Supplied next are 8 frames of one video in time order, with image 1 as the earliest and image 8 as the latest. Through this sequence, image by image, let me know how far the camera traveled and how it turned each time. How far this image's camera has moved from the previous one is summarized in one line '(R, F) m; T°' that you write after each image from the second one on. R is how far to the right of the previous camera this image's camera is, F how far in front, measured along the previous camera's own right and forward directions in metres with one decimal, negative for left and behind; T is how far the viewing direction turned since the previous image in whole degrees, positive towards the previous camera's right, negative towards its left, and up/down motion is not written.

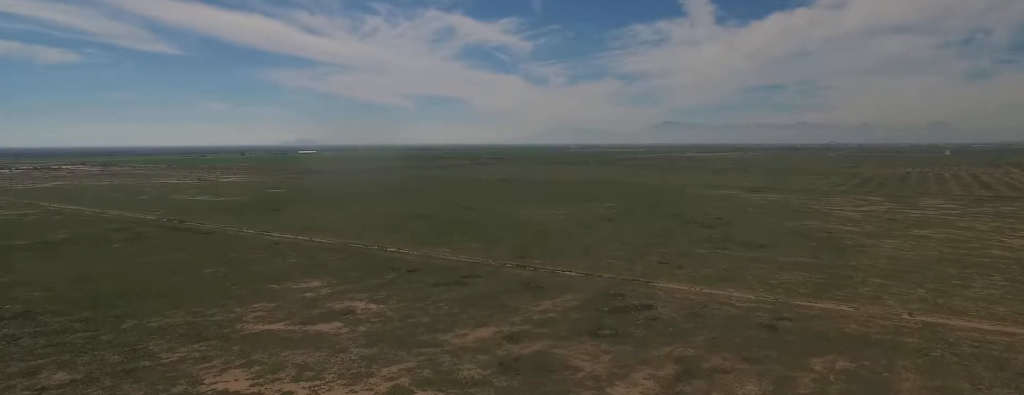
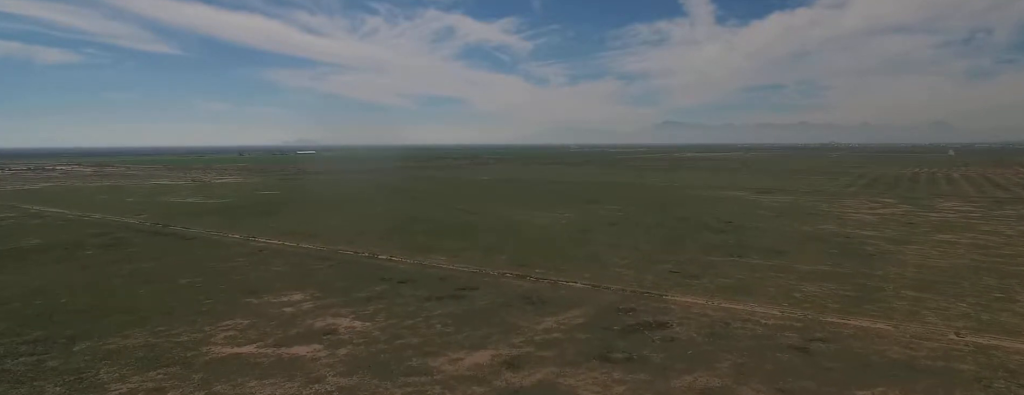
(-0.1, +16.0) m; 0°
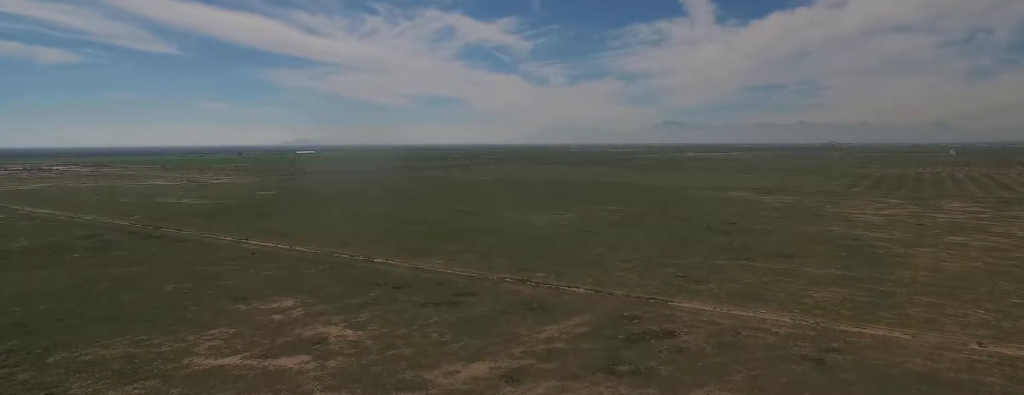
(0.0, +7.6) m; 0°
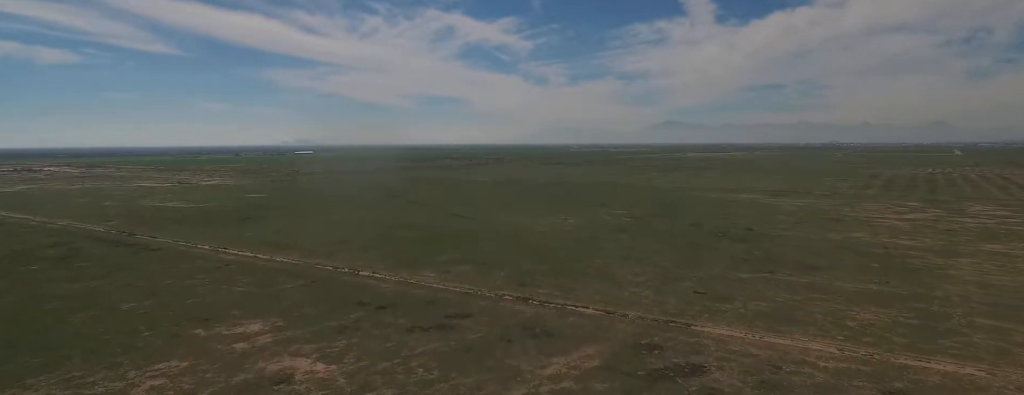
(-0.1, +19.8) m; 0°
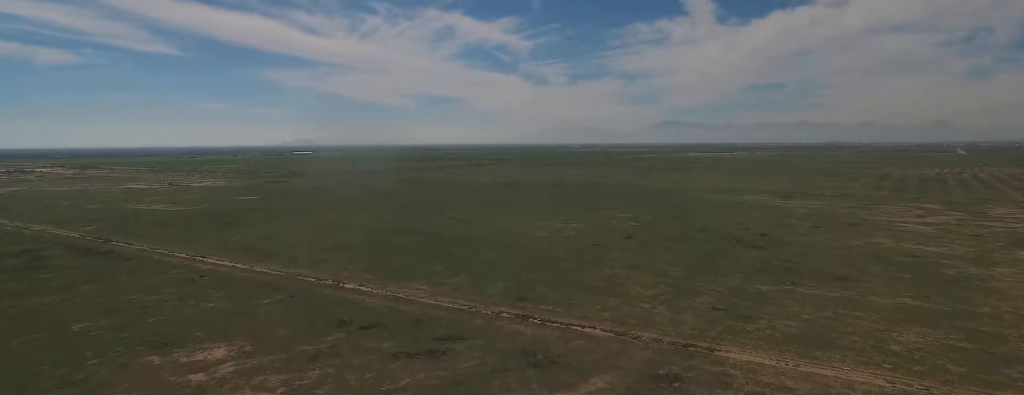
(+0.1, +16.6) m; 0°
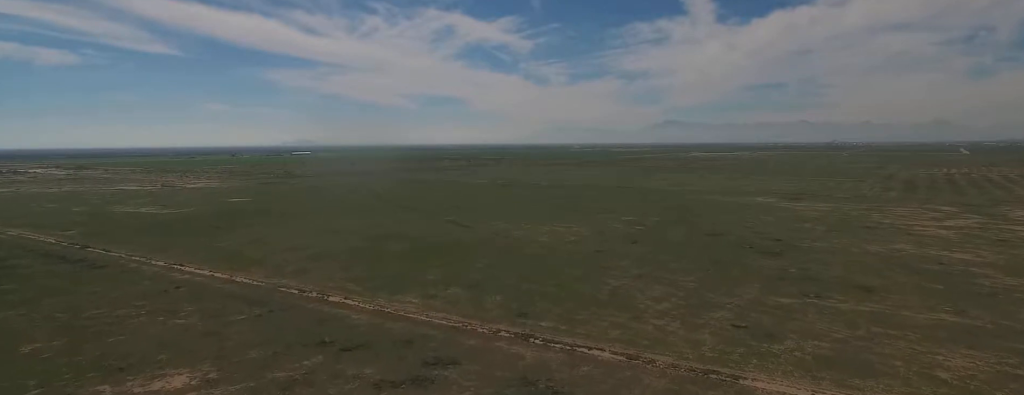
(0.0, +14.2) m; 0°
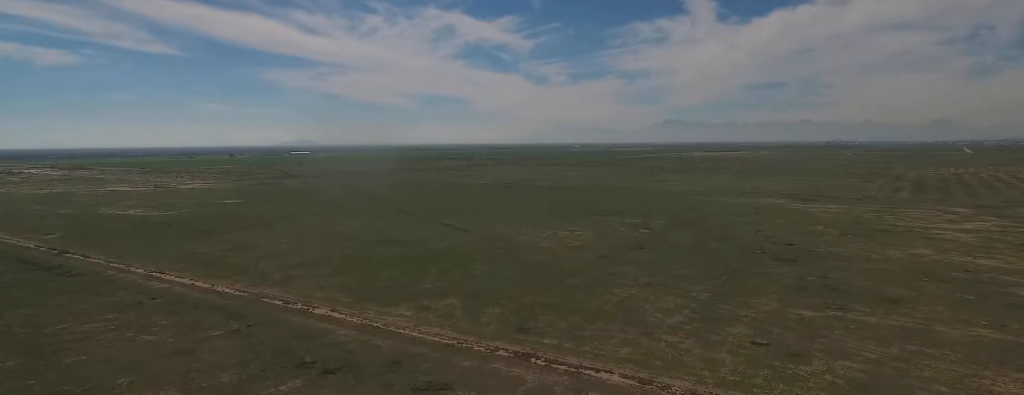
(-0.1, +11.8) m; 0°
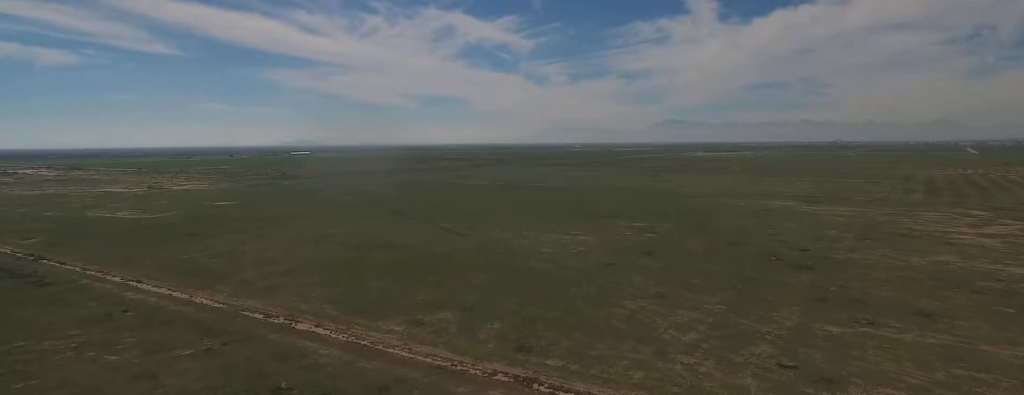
(0.0, +11.7) m; 0°
